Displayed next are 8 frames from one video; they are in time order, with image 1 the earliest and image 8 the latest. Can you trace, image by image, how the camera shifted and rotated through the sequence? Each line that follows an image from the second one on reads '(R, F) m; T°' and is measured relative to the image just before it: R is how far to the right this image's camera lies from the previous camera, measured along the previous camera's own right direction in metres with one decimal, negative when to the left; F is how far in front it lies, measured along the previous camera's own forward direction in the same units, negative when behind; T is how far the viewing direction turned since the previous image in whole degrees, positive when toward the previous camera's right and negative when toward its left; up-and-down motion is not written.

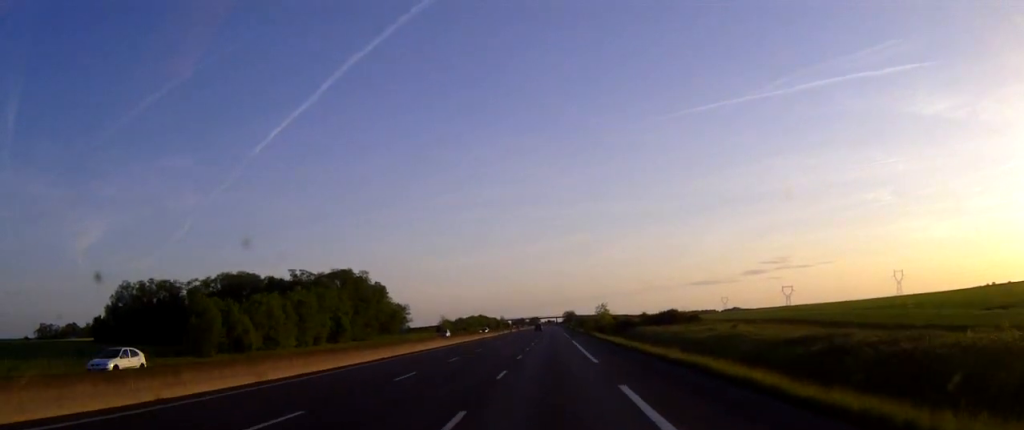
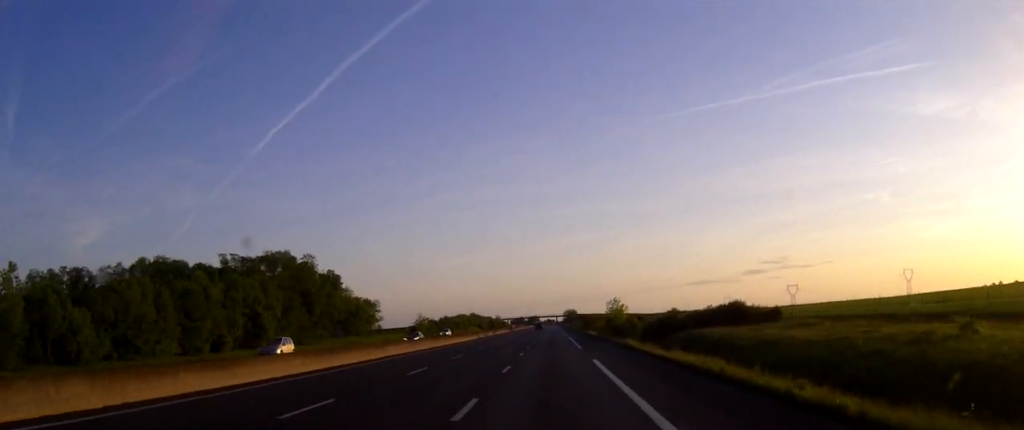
(-0.1, +37.3) m; 0°
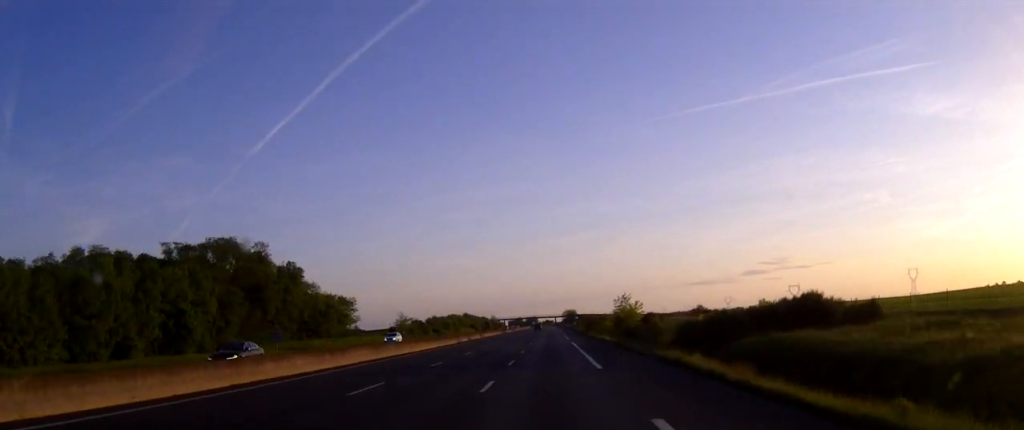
(0.0, +21.0) m; 0°
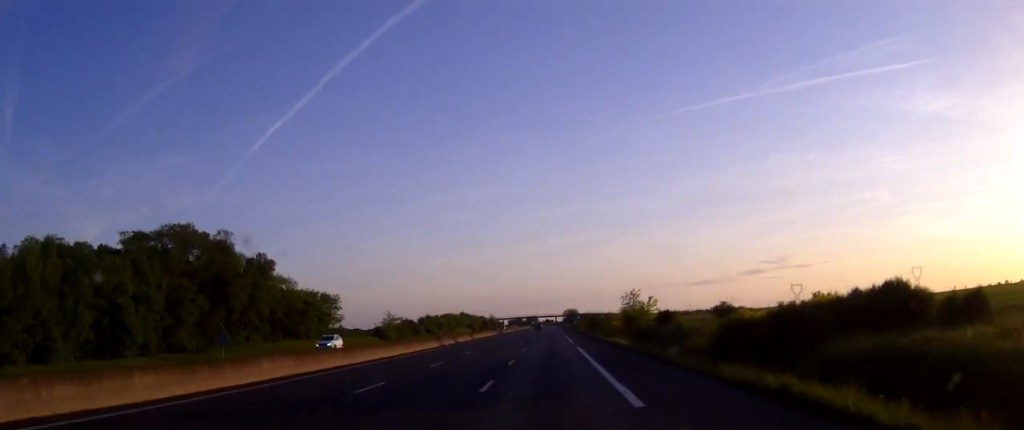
(0.0, +12.7) m; 0°
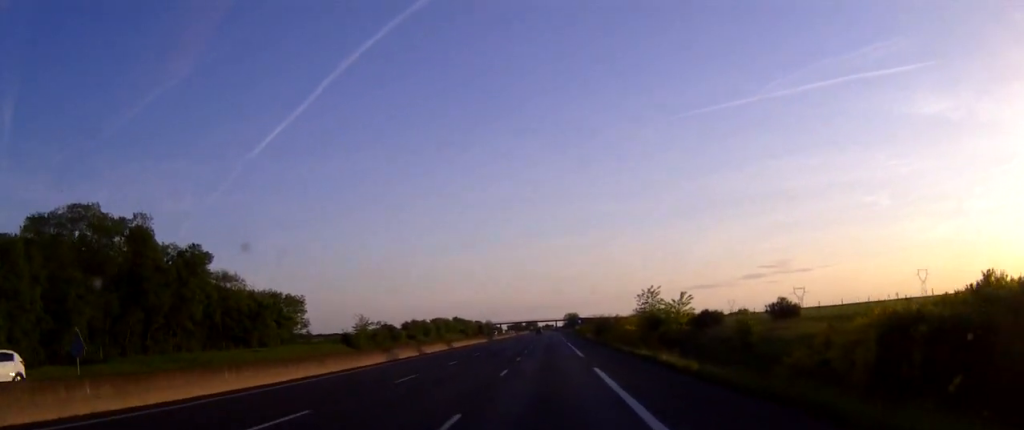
(0.0, +20.8) m; 0°
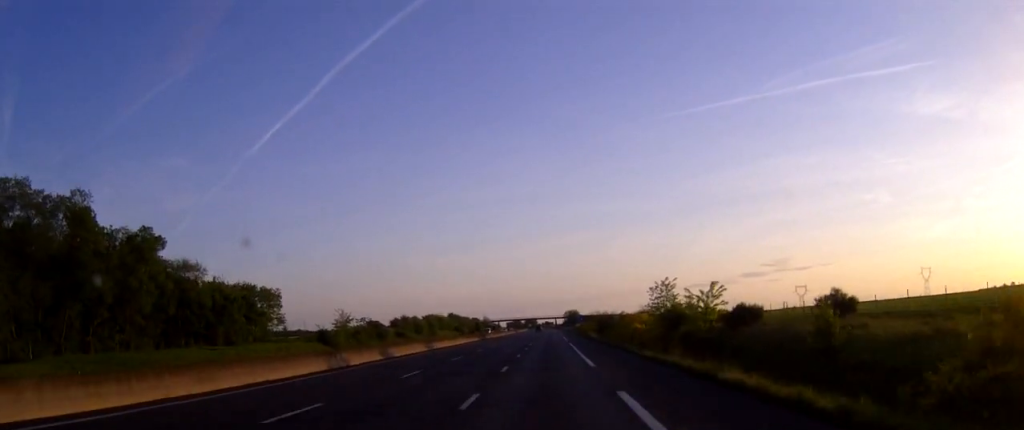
(0.0, +11.8) m; 0°
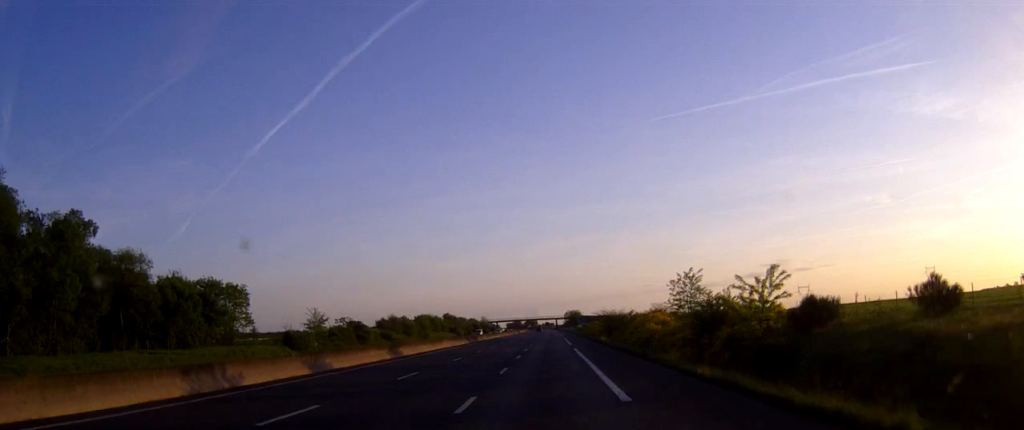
(0.0, +13.5) m; 0°
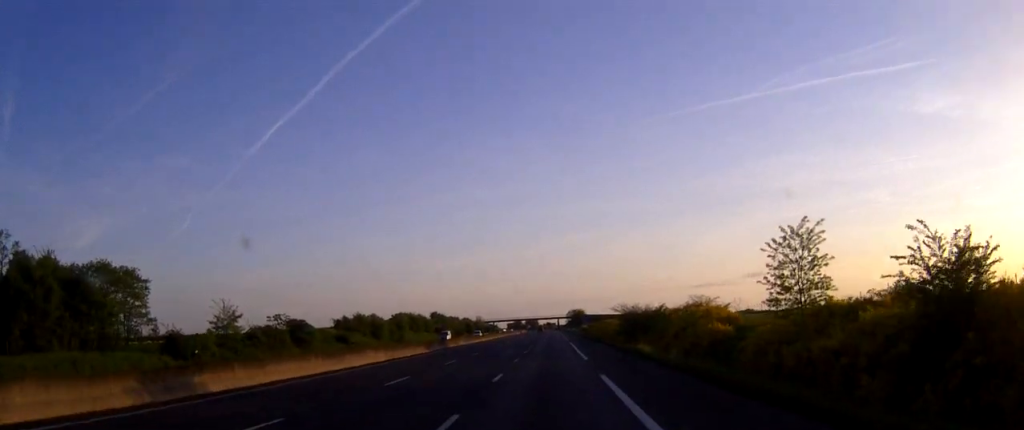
(0.0, +29.8) m; 0°
